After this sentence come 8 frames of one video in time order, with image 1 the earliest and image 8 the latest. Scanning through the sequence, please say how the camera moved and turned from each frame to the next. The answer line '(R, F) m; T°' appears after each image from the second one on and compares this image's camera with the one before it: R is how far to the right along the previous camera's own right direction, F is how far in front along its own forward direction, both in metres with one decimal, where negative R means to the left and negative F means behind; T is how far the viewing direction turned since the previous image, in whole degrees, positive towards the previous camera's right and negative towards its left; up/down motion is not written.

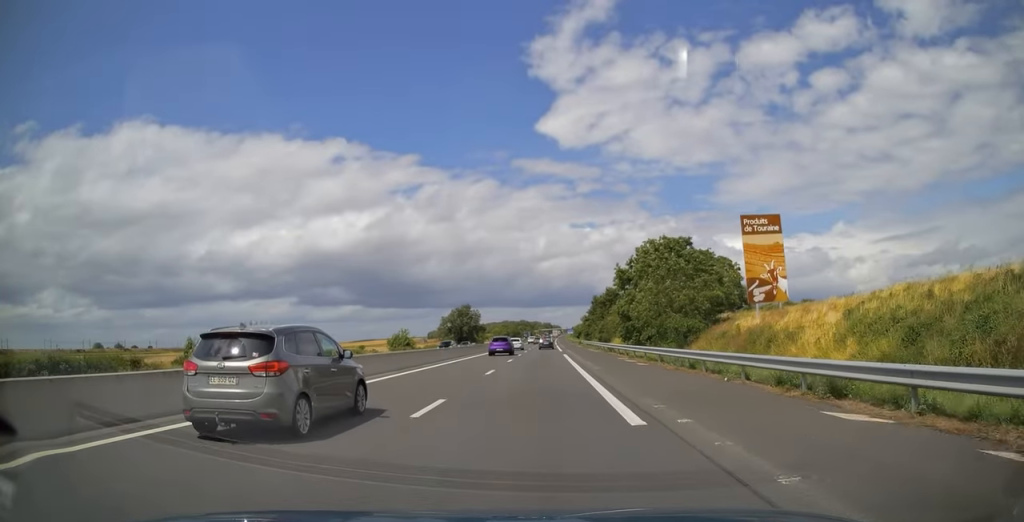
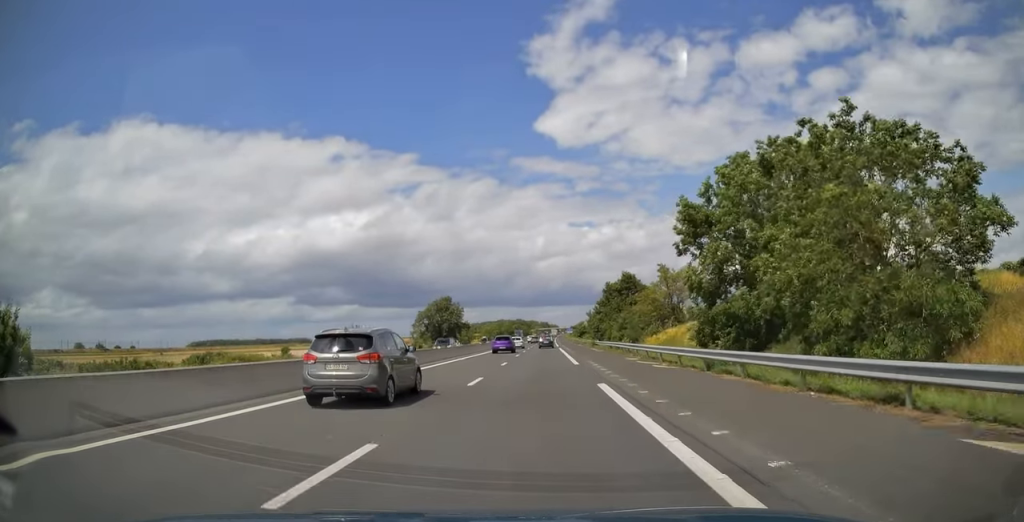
(0.0, +31.9) m; 0°
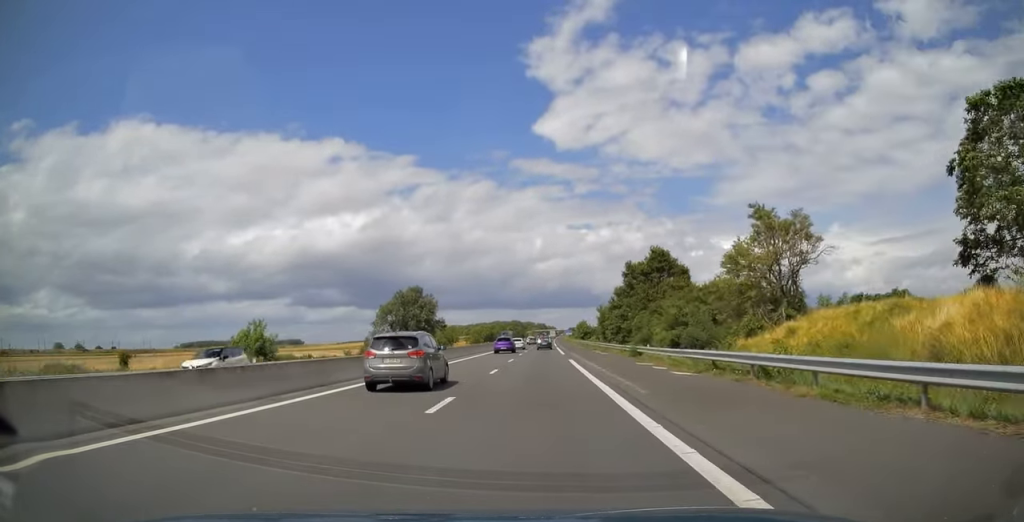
(0.0, +32.2) m; 0°
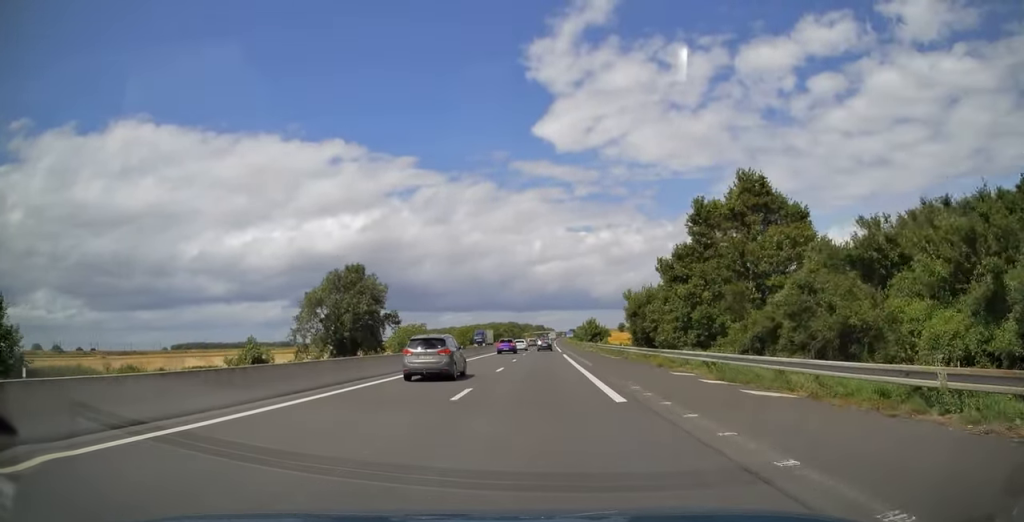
(0.0, +36.0) m; 0°
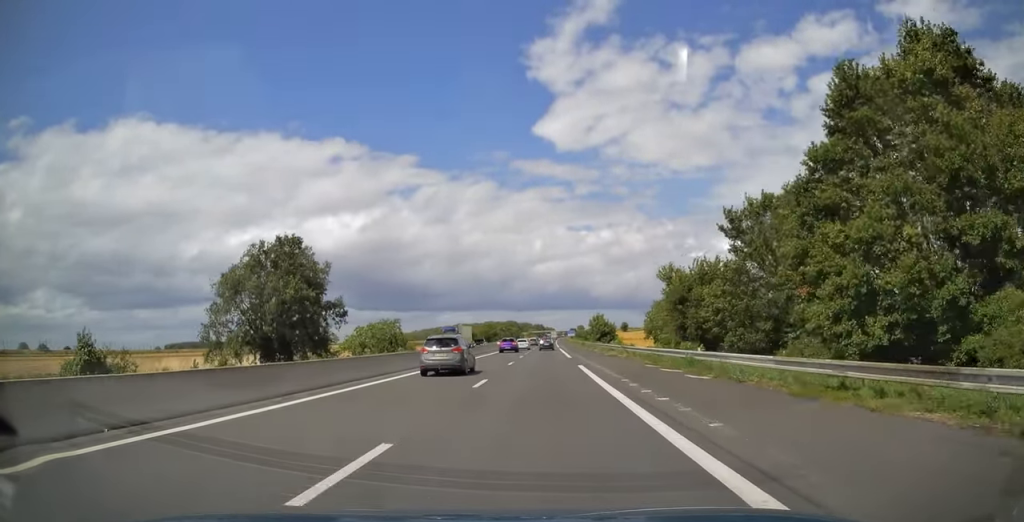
(0.0, +22.0) m; 0°
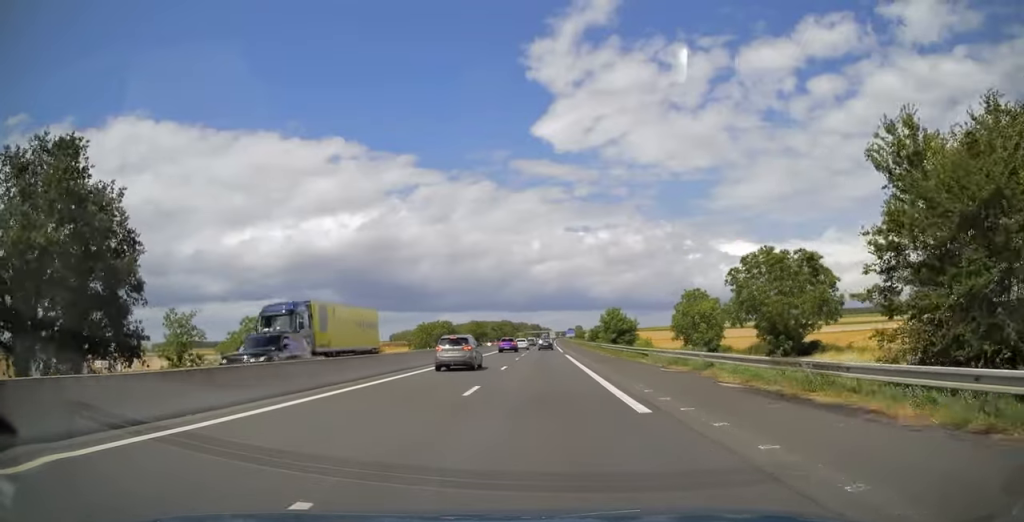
(+0.1, +31.7) m; 0°
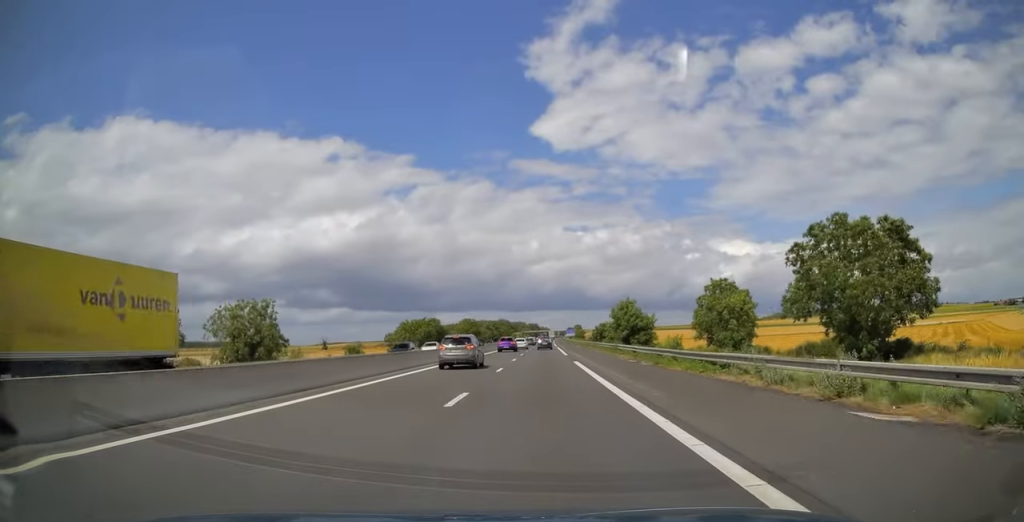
(0.0, +15.6) m; 0°
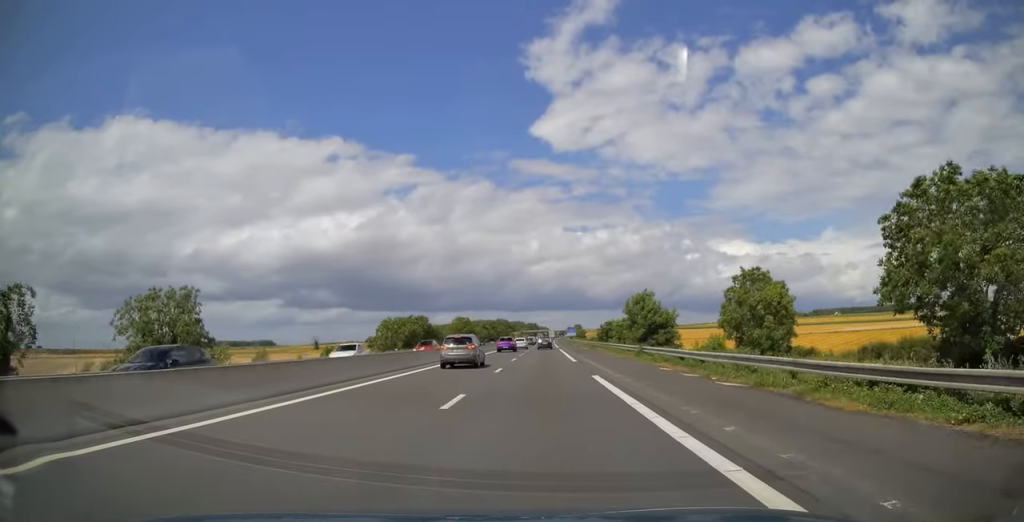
(0.0, +13.4) m; 0°
